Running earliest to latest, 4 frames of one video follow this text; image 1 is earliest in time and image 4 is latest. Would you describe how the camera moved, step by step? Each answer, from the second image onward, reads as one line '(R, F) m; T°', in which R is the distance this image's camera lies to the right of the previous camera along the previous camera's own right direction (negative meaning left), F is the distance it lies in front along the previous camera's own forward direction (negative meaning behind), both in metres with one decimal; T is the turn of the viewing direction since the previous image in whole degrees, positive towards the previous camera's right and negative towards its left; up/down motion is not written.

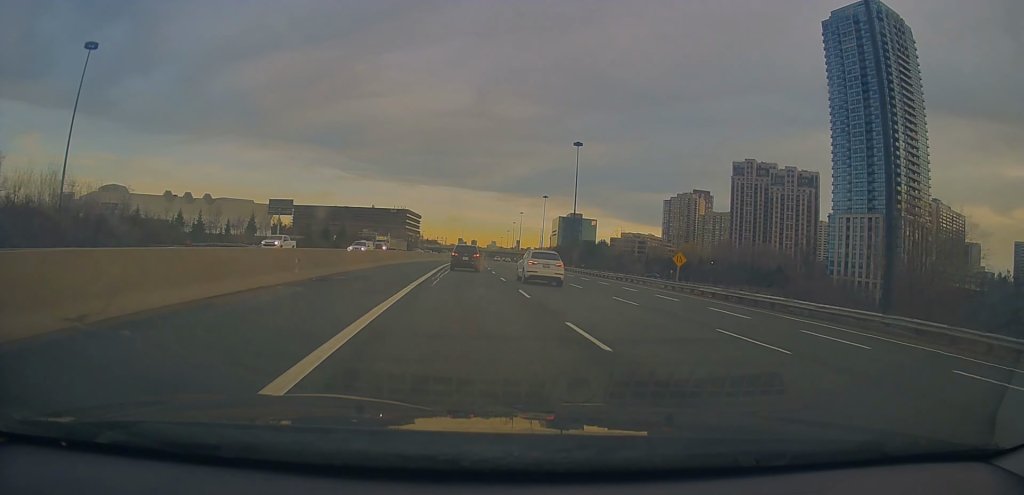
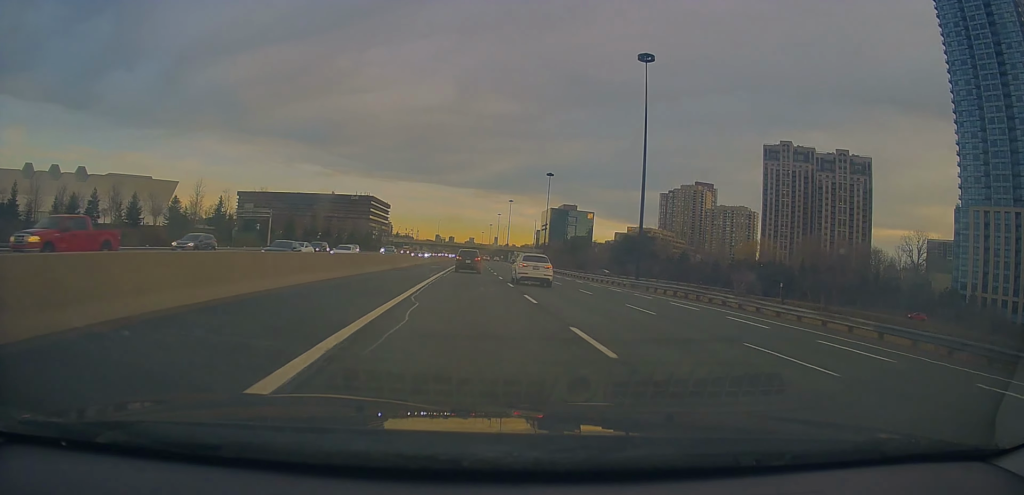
(+0.8, +74.3) m; +2°
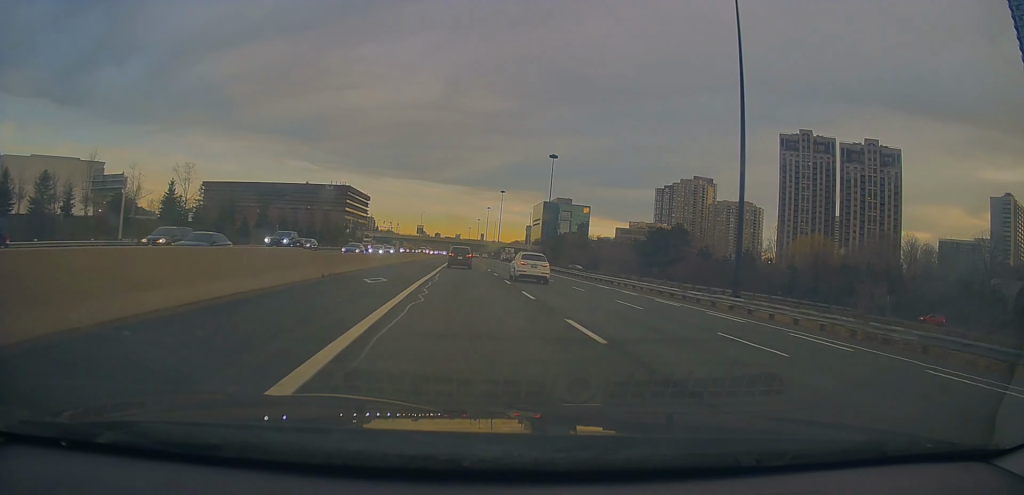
(+0.4, +34.3) m; +1°
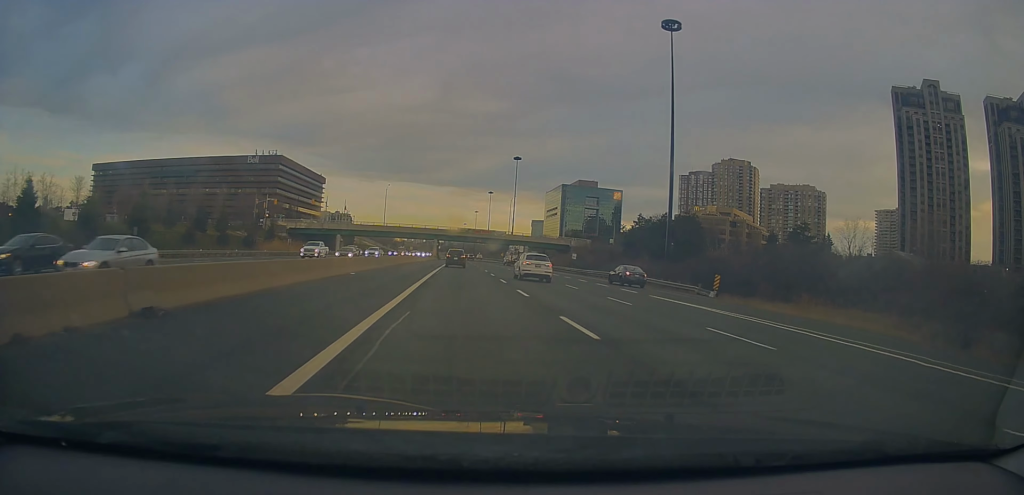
(+2.3, +106.9) m; +1°
